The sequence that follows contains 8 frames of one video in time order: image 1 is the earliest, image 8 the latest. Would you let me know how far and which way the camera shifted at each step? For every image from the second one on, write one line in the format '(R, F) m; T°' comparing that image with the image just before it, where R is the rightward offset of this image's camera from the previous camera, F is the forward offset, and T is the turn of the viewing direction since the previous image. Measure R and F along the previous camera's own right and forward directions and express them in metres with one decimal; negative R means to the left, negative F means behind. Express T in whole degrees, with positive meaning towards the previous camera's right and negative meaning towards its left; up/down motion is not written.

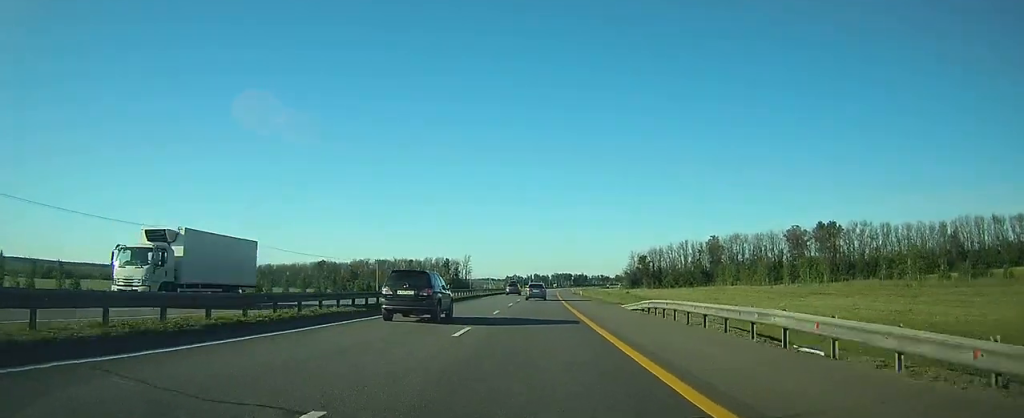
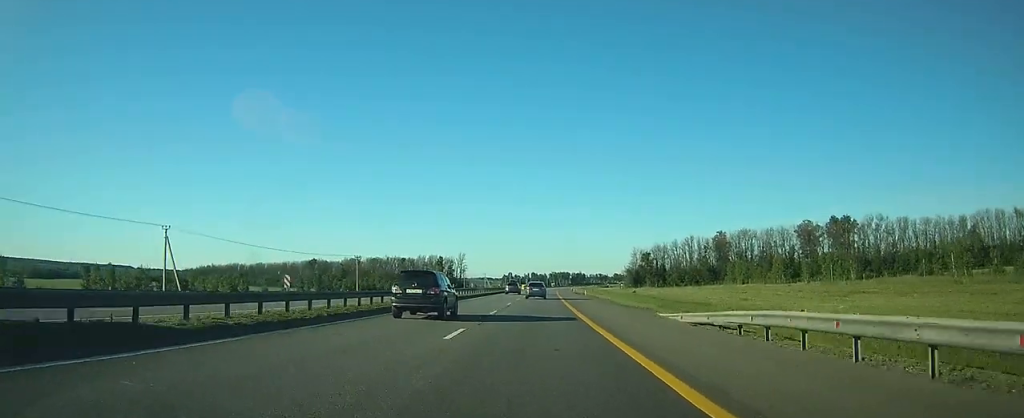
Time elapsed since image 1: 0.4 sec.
(0.0, +13.0) m; 0°
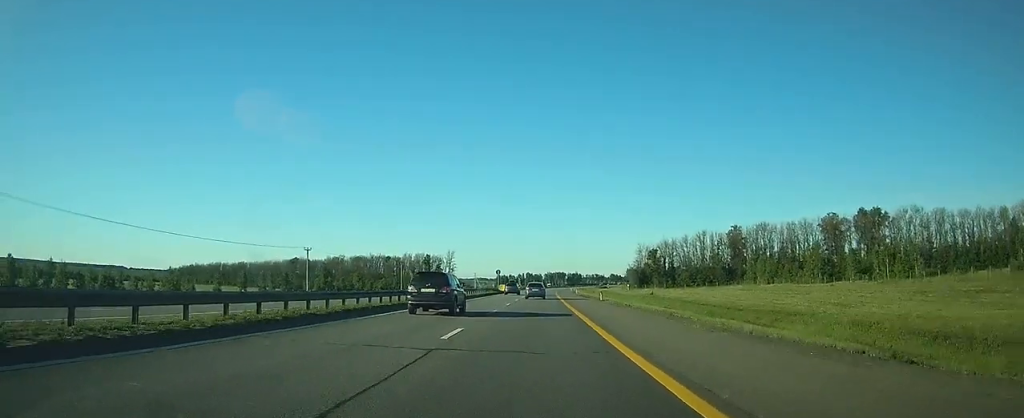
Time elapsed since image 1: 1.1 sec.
(+0.1, +23.8) m; 0°
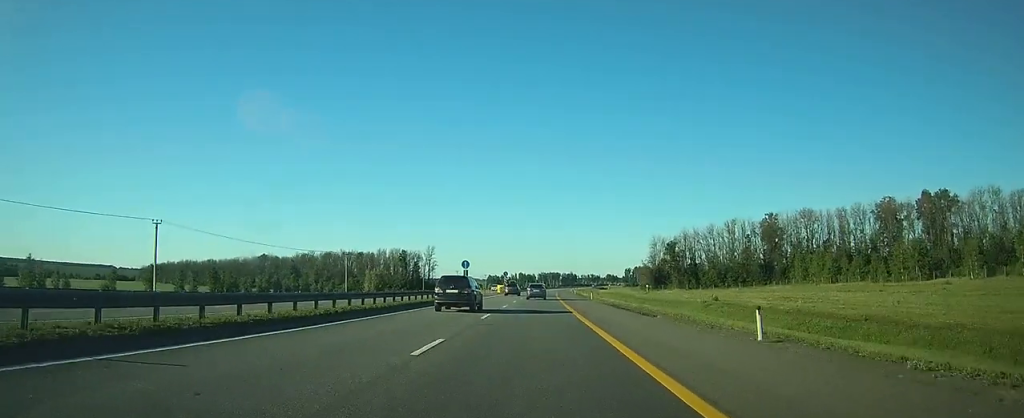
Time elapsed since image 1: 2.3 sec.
(+0.2, +38.9) m; +1°
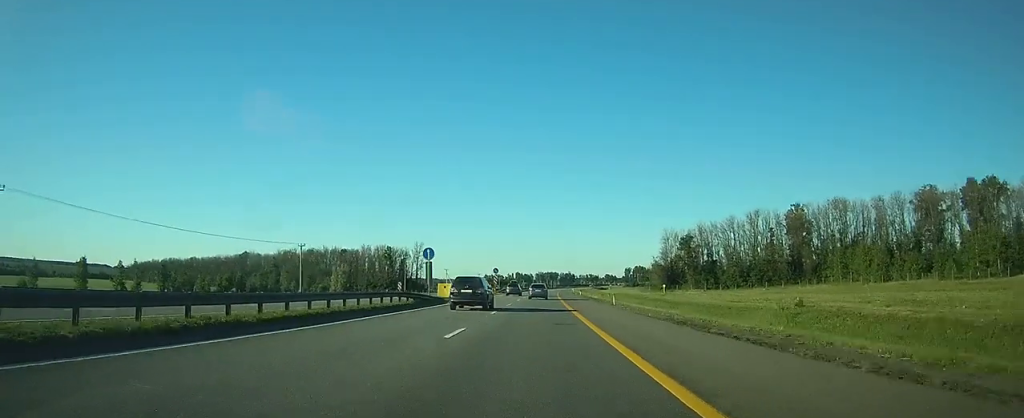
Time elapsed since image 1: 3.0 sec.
(0.0, +20.6) m; 0°
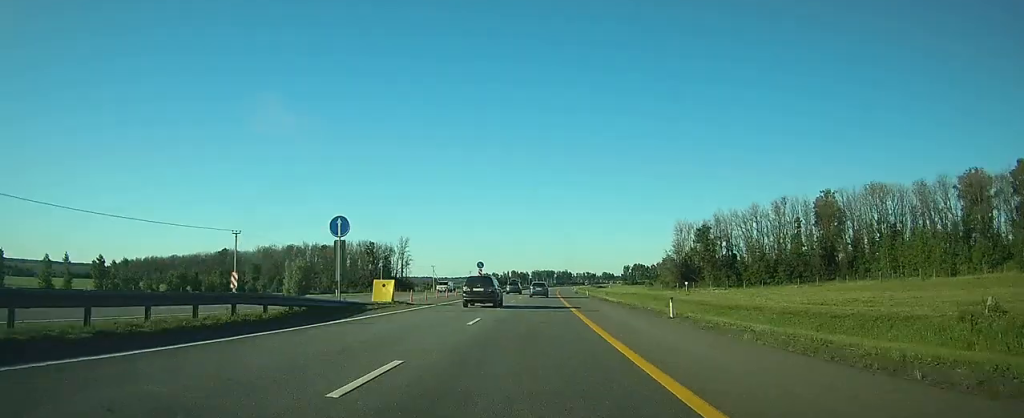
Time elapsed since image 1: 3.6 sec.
(0.0, +19.5) m; 0°
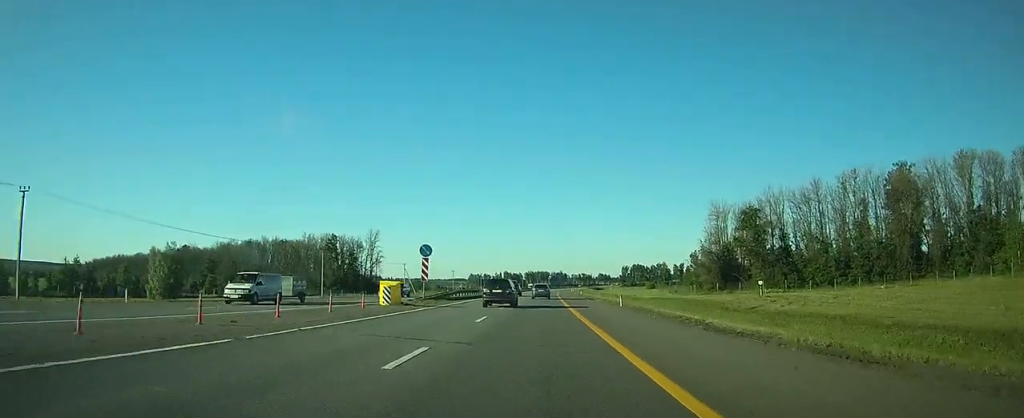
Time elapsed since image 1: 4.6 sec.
(+0.2, +33.5) m; +1°
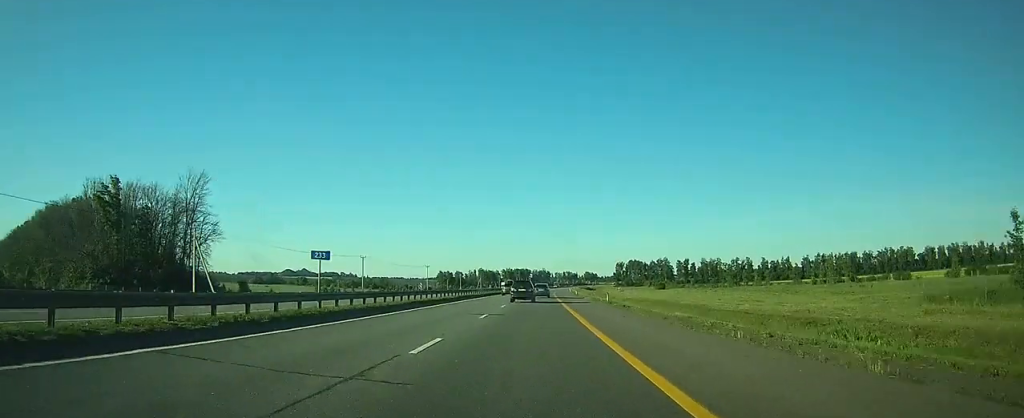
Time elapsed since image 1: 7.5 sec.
(+1.5, +93.4) m; +2°
